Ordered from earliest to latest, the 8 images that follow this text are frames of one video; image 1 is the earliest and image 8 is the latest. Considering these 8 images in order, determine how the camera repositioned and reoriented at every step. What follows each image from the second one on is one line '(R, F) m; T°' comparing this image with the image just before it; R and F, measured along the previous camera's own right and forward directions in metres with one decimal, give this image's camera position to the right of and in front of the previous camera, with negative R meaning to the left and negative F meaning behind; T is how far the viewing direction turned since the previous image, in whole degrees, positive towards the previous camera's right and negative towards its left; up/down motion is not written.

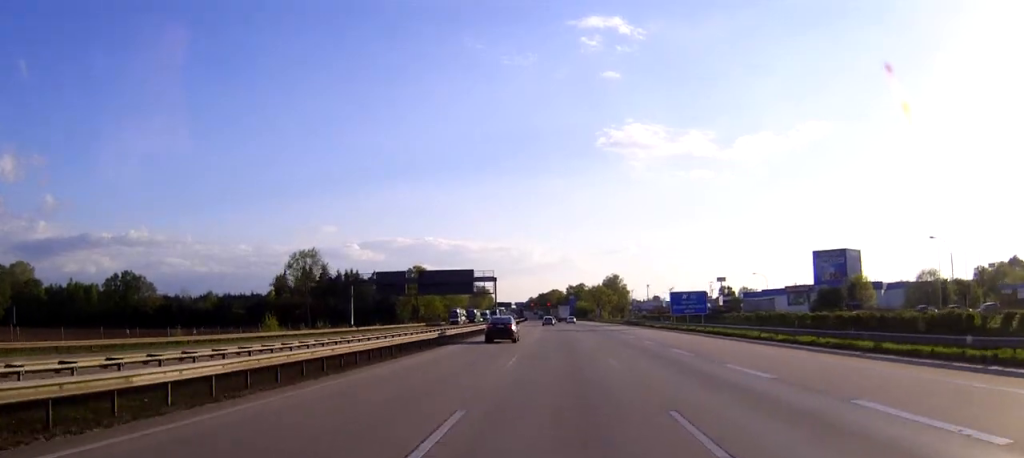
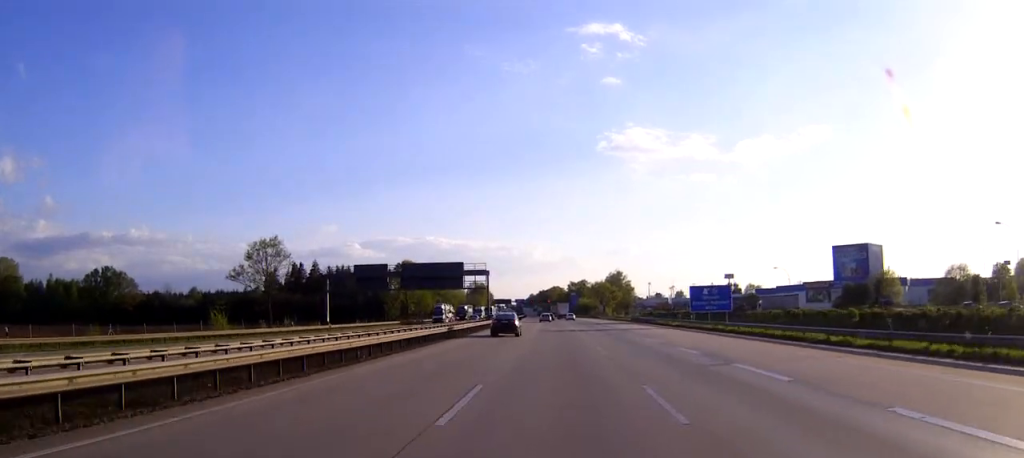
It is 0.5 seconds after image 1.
(0.0, +13.7) m; 0°
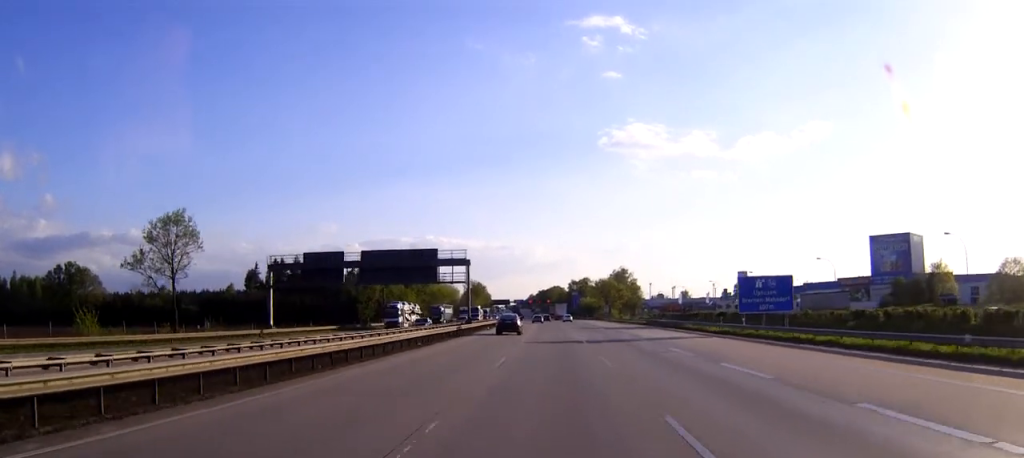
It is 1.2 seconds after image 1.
(0.0, +22.4) m; 0°
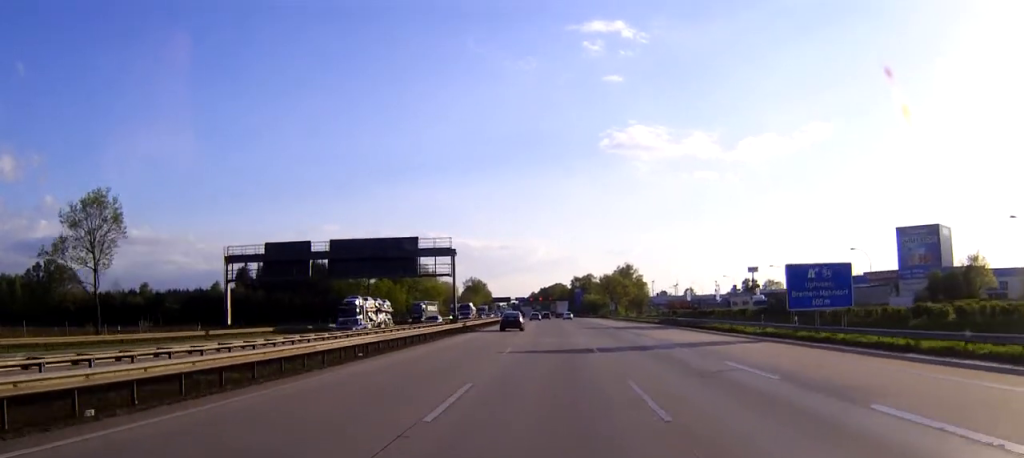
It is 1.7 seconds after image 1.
(0.0, +12.7) m; 0°
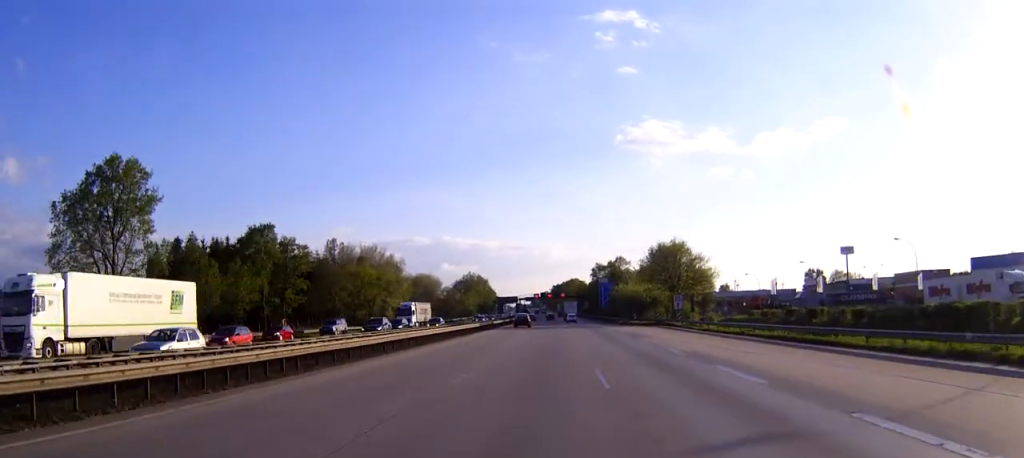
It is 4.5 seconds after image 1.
(-0.8, +83.0) m; -1°
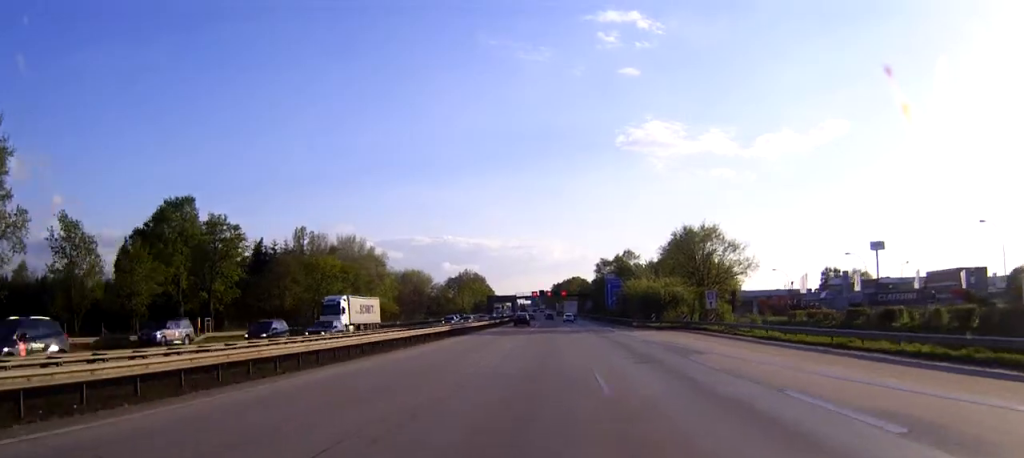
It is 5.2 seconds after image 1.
(-0.1, +19.6) m; 0°
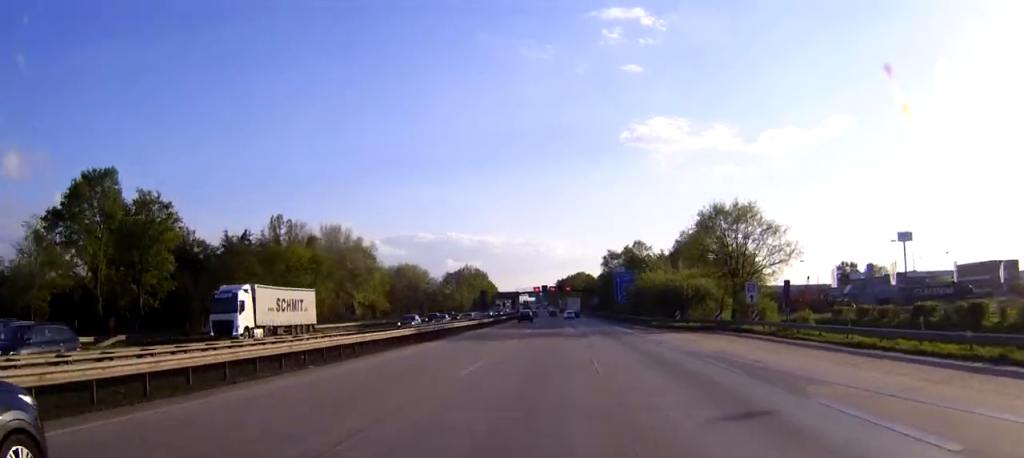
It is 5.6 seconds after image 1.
(0.0, +13.8) m; 0°
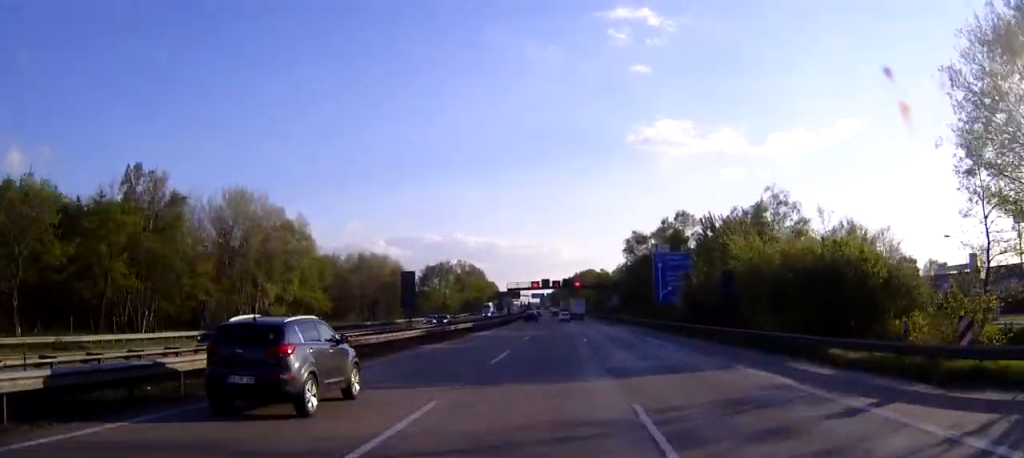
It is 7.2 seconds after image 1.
(-0.2, +47.1) m; 0°
